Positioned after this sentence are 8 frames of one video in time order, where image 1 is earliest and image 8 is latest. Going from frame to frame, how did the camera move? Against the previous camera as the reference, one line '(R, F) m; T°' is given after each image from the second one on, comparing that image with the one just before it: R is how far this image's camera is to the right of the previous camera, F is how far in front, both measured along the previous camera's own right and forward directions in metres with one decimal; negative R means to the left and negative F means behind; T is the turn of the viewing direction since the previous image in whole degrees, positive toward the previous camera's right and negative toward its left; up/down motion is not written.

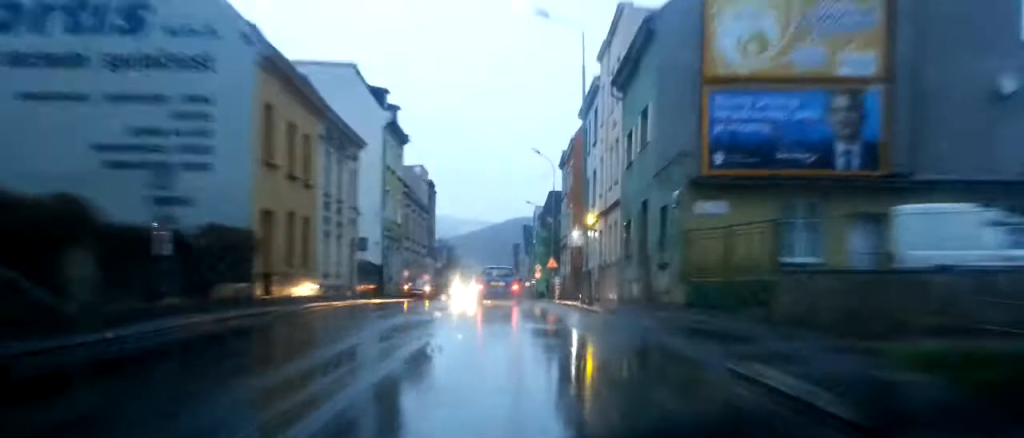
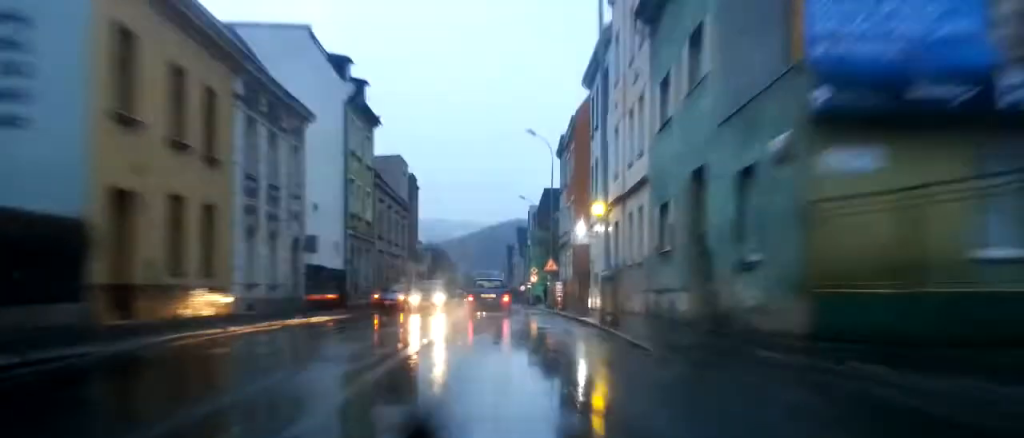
(-0.1, +8.7) m; -1°
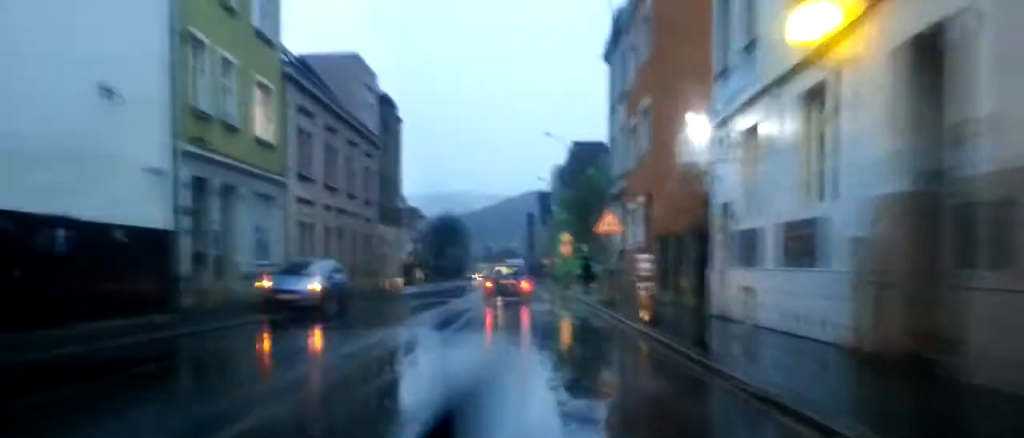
(-0.2, +21.7) m; 0°
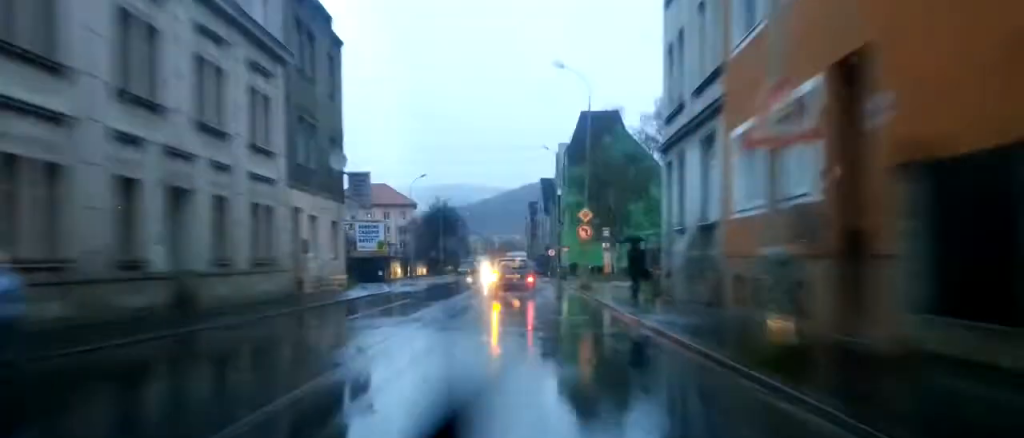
(+0.2, +15.4) m; 0°
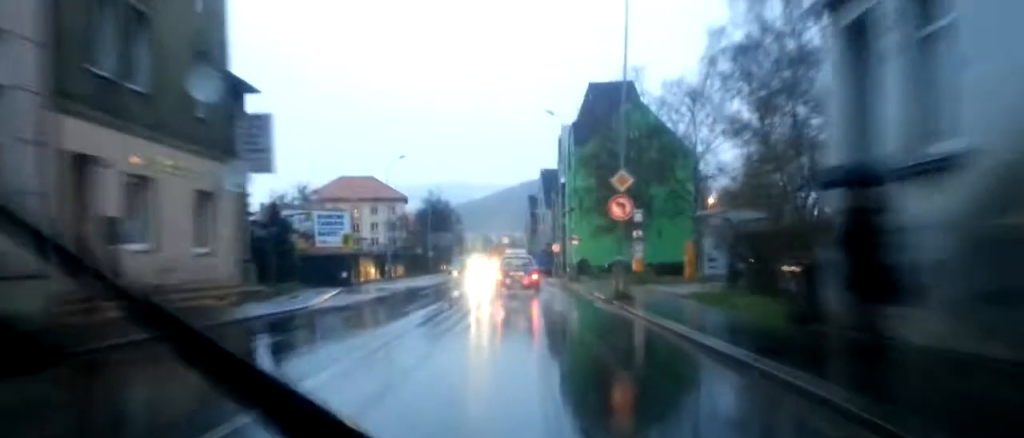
(-0.2, +13.1) m; -2°
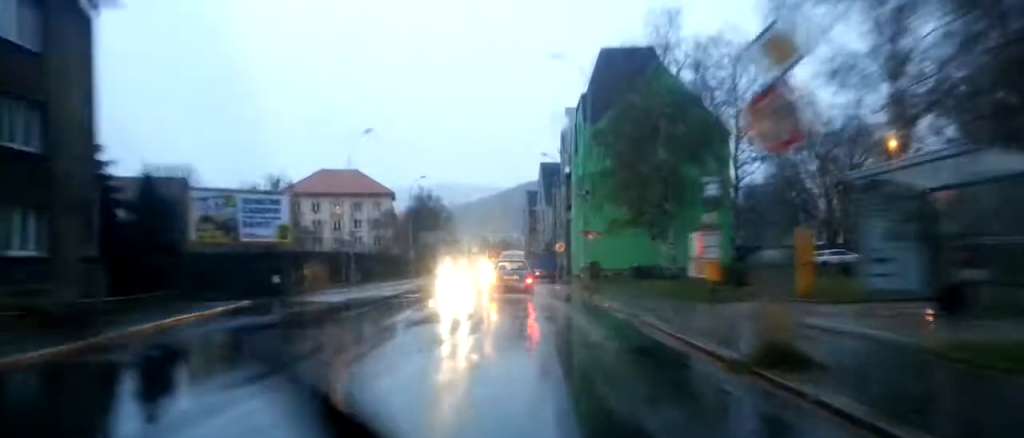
(-0.3, +14.6) m; 0°
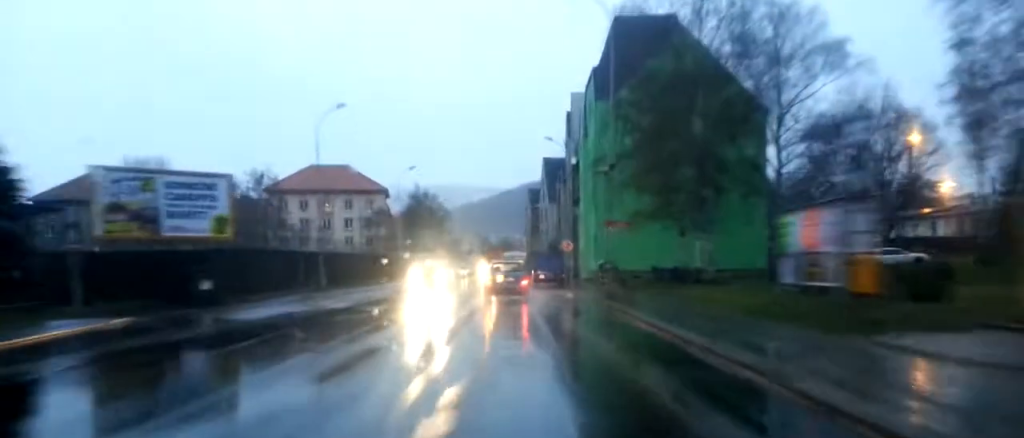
(0.0, +9.3) m; +1°
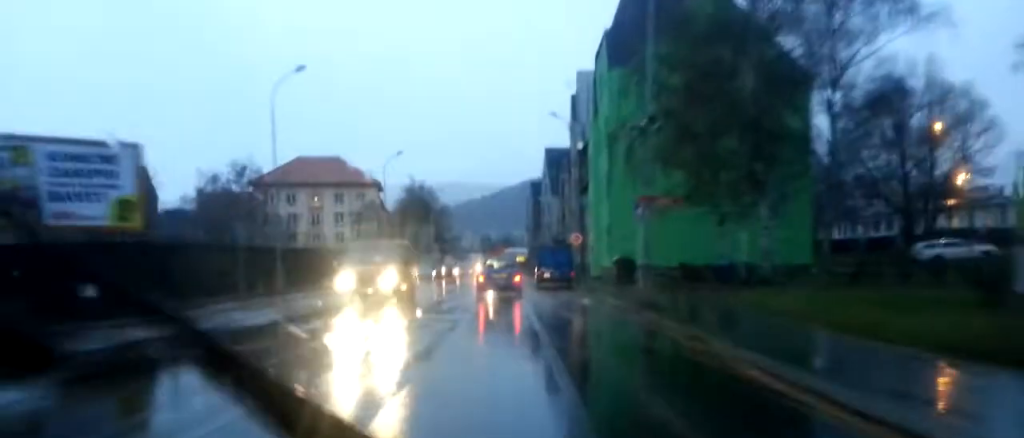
(+0.2, +8.3) m; 0°
